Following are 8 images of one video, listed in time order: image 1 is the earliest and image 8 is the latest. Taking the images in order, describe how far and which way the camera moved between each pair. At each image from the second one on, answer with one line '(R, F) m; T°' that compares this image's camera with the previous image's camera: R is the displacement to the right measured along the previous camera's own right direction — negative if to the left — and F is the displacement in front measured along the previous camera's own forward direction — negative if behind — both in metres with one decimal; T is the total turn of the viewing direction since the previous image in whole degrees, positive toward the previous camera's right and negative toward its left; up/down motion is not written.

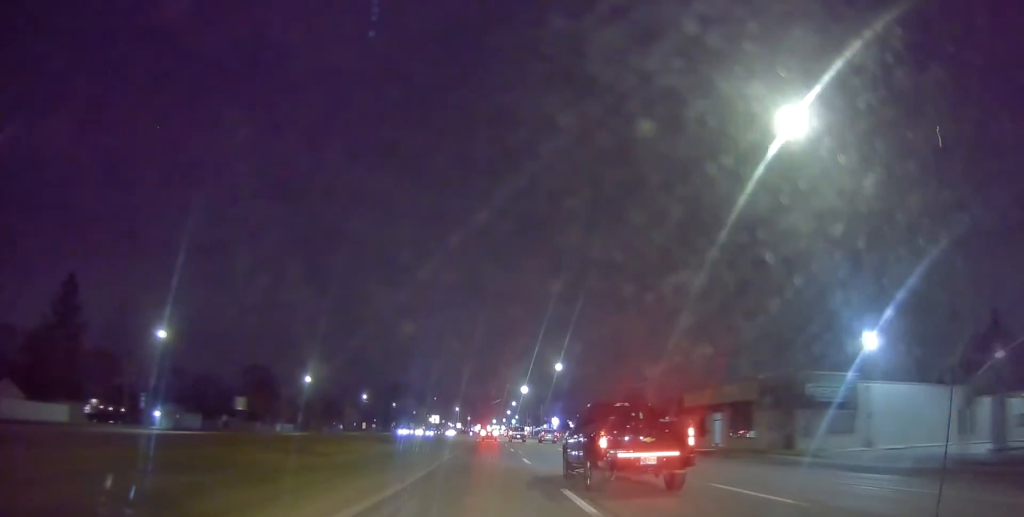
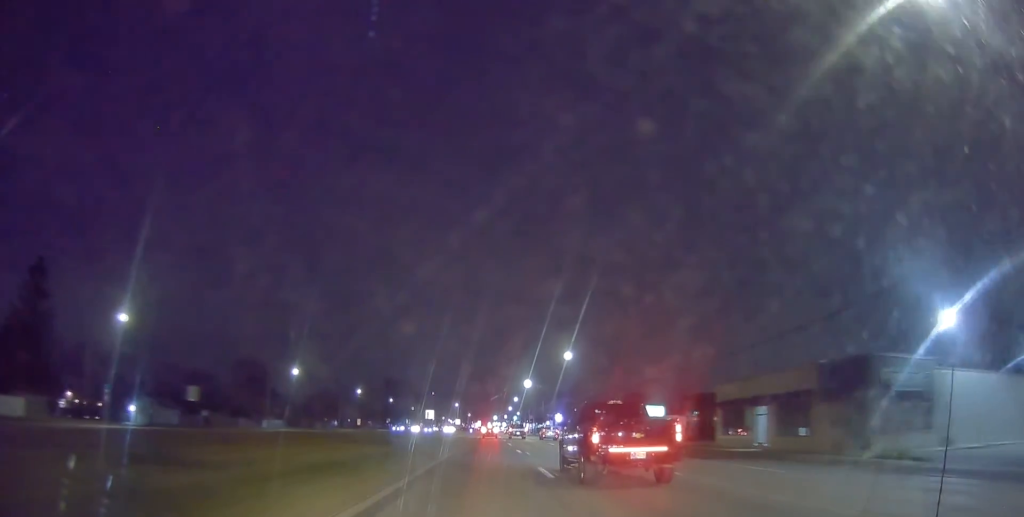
(0.0, +8.2) m; 0°
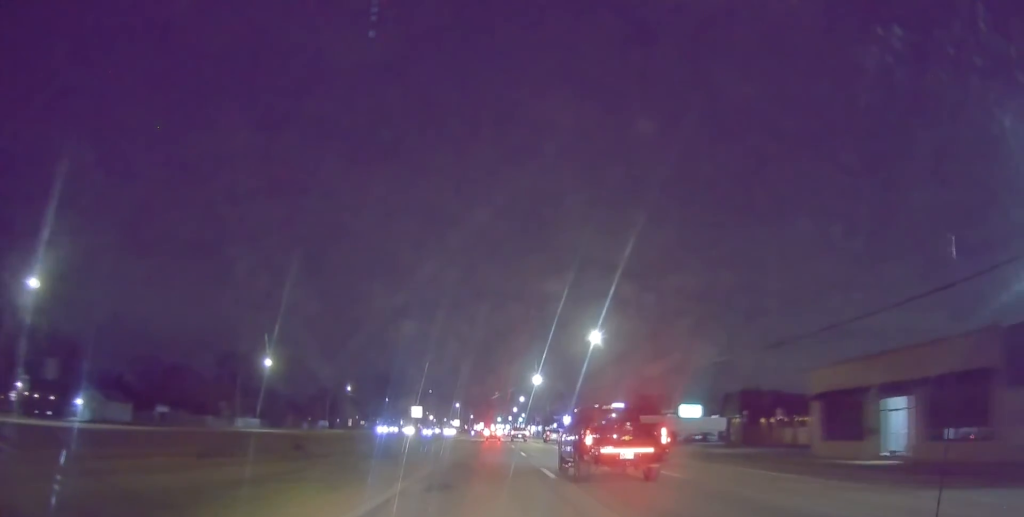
(+0.6, +15.8) m; 0°
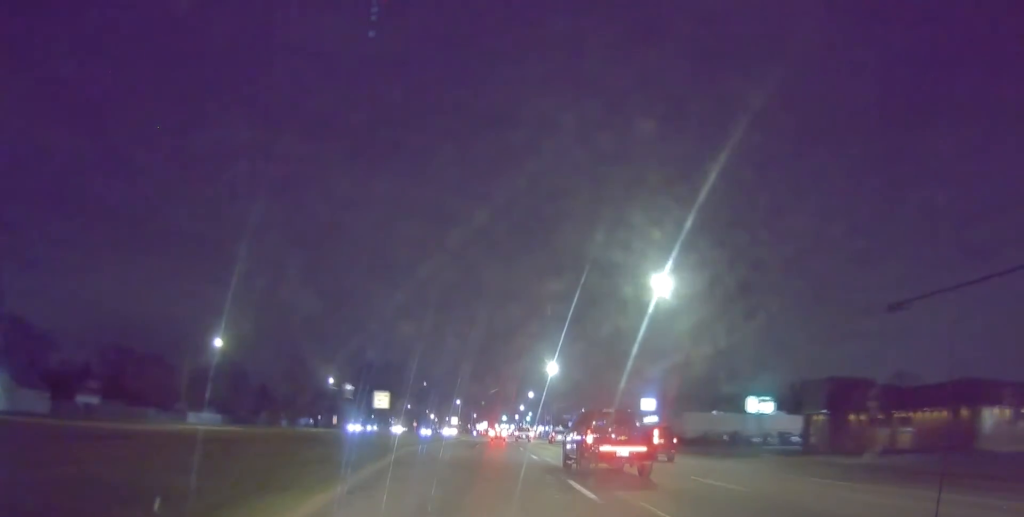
(-0.7, +19.4) m; 0°
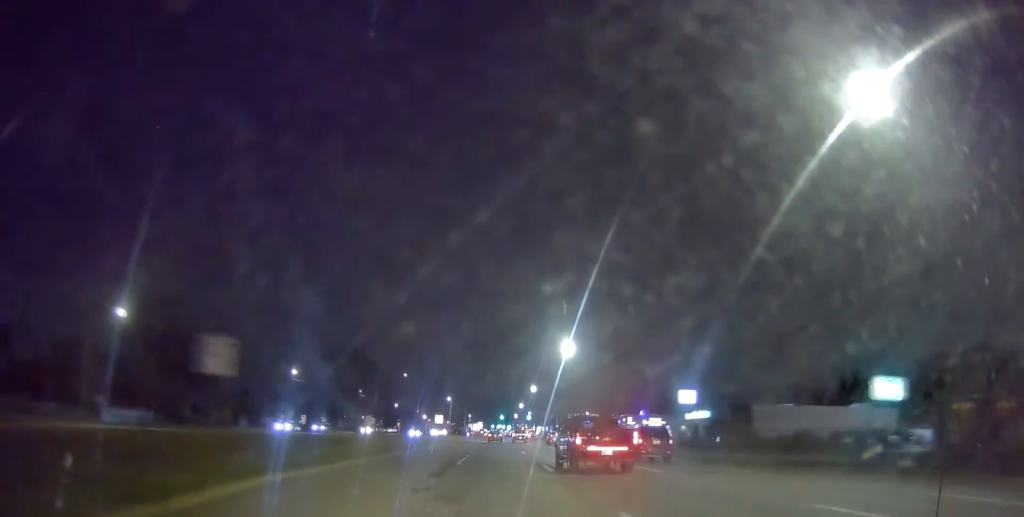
(+0.7, +21.0) m; +1°
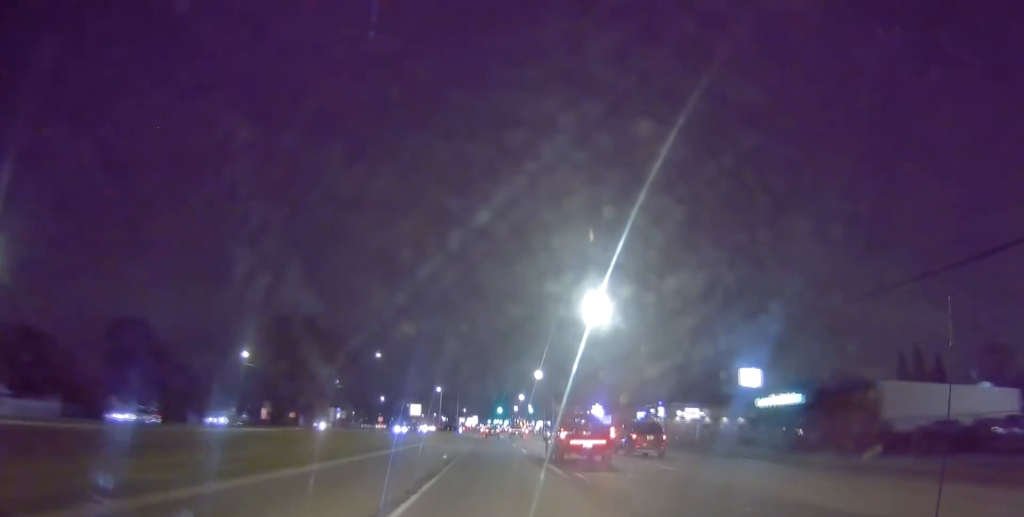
(-0.2, +19.8) m; 0°
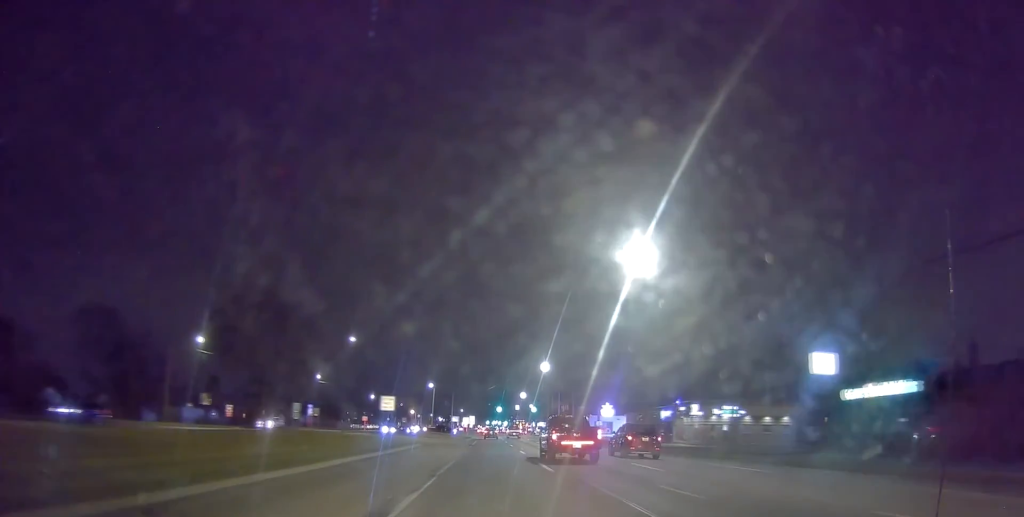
(+0.2, +13.7) m; +1°
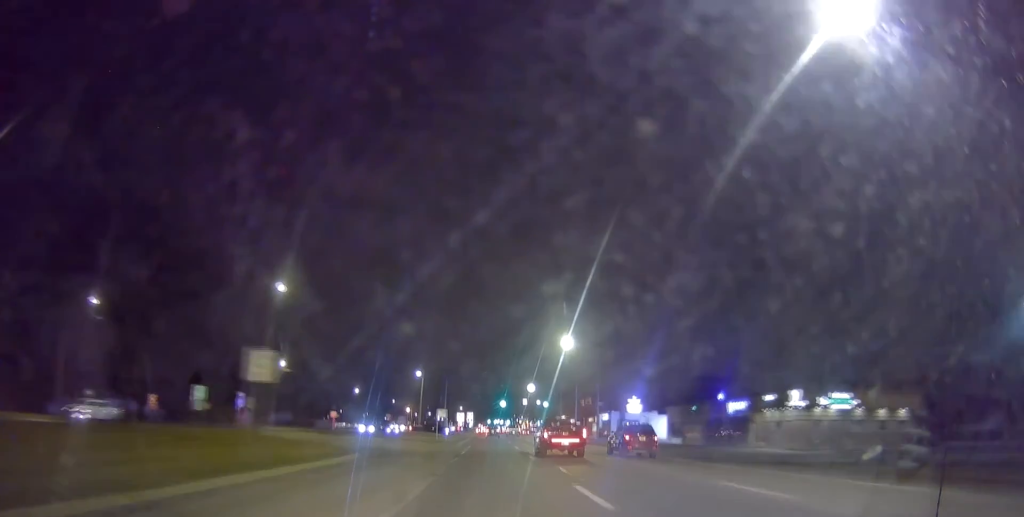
(-0.3, +22.0) m; -3°
